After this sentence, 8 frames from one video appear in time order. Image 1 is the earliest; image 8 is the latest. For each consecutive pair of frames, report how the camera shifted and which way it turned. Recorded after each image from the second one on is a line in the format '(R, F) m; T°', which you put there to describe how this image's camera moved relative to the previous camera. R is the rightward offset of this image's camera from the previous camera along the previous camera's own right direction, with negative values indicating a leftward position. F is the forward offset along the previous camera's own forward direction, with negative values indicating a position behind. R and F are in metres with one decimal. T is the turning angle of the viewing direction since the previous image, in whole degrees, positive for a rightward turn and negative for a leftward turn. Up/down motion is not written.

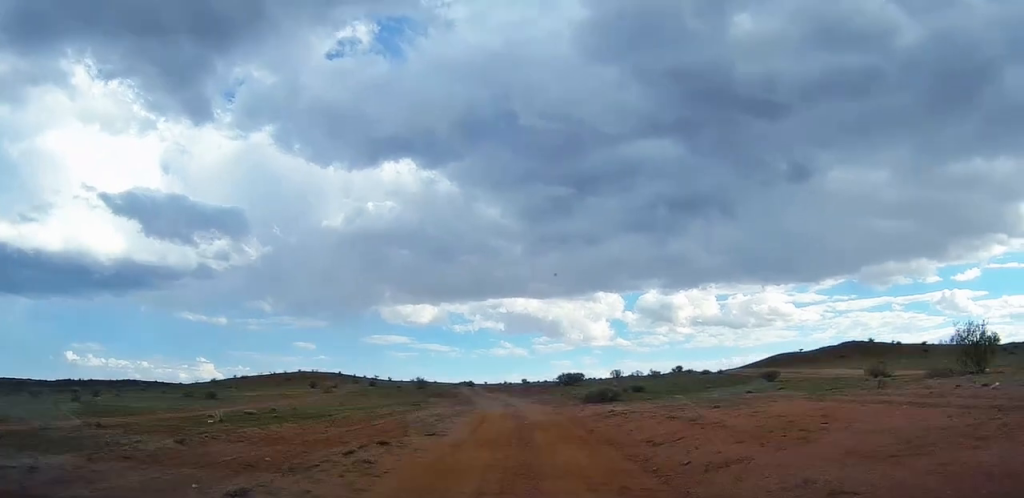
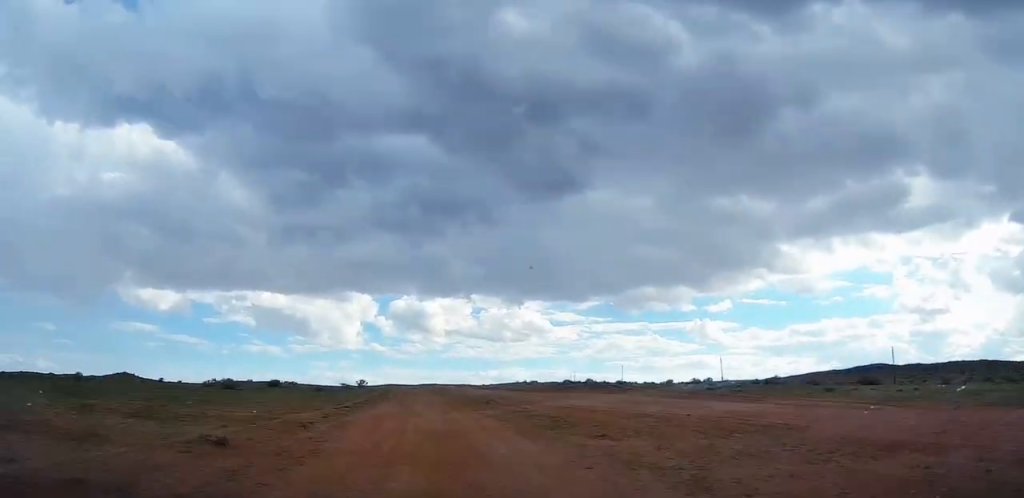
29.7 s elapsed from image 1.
(+56.9, +323.6) m; +13°
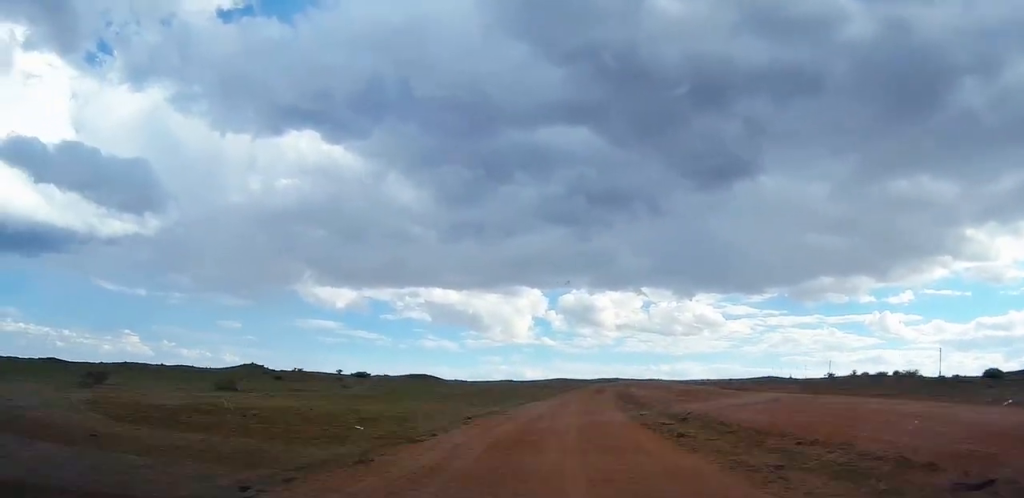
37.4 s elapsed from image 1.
(-1.6, +90.1) m; +2°
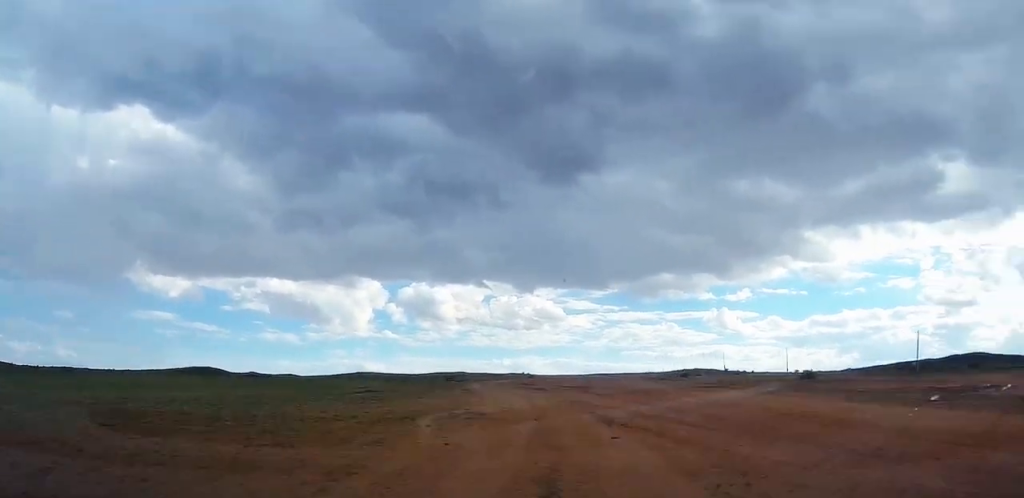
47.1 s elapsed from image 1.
(+6.2, +107.4) m; +5°
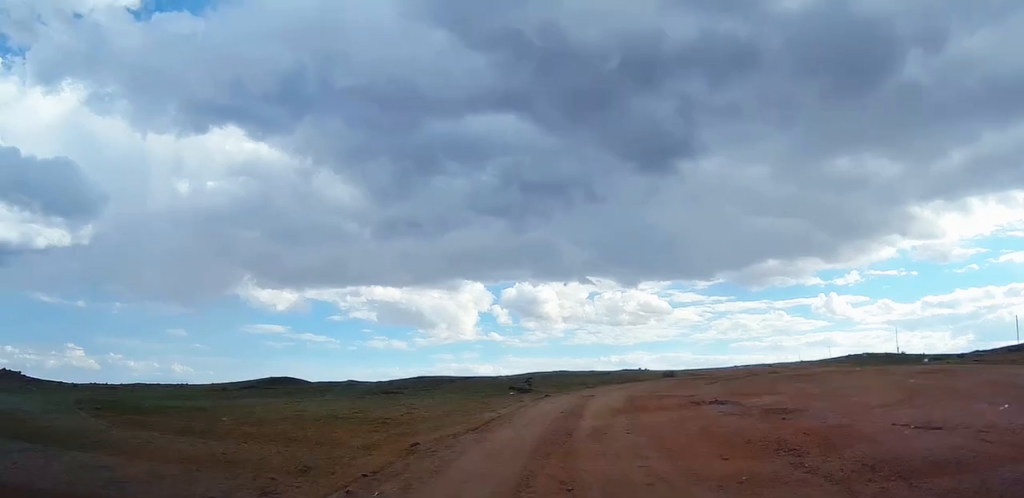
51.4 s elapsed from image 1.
(+2.6, +44.1) m; 0°
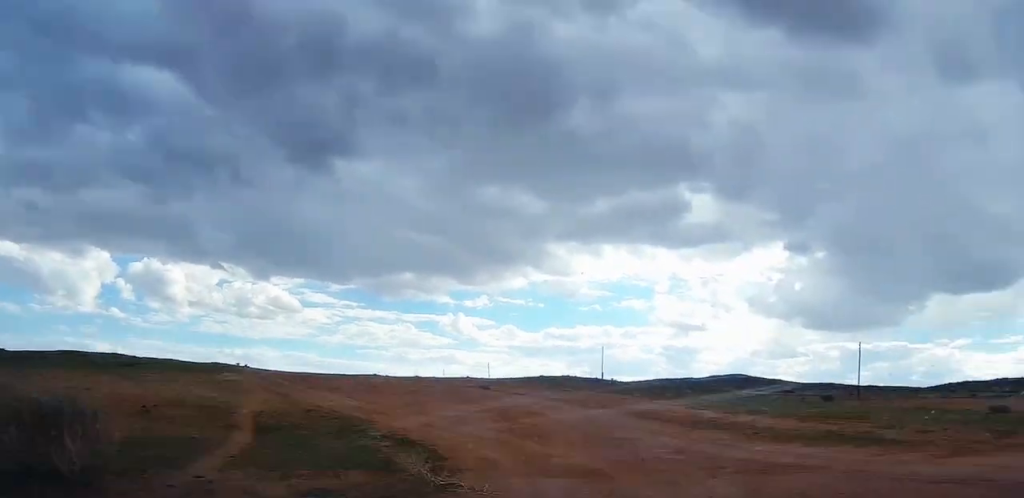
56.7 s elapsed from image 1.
(+0.5, +50.3) m; +1°
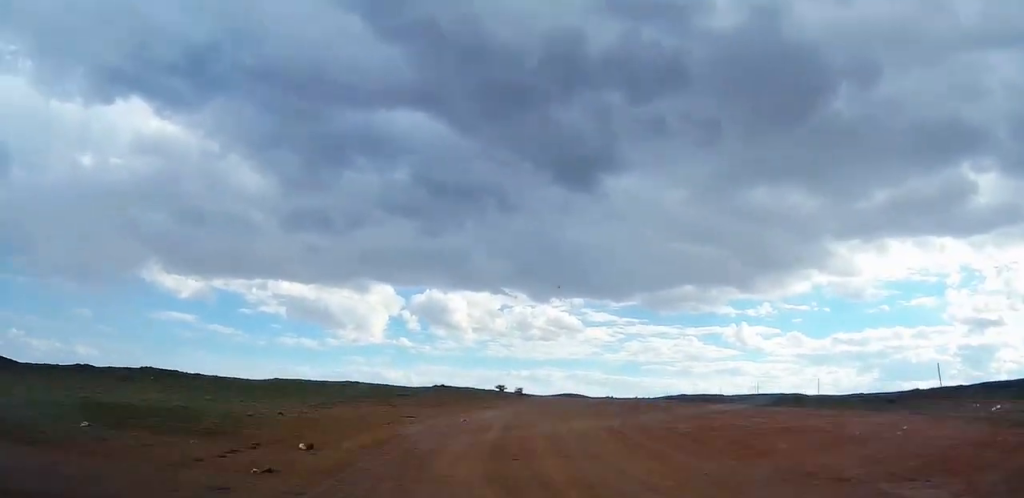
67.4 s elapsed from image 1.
(-1.4, +83.0) m; +4°
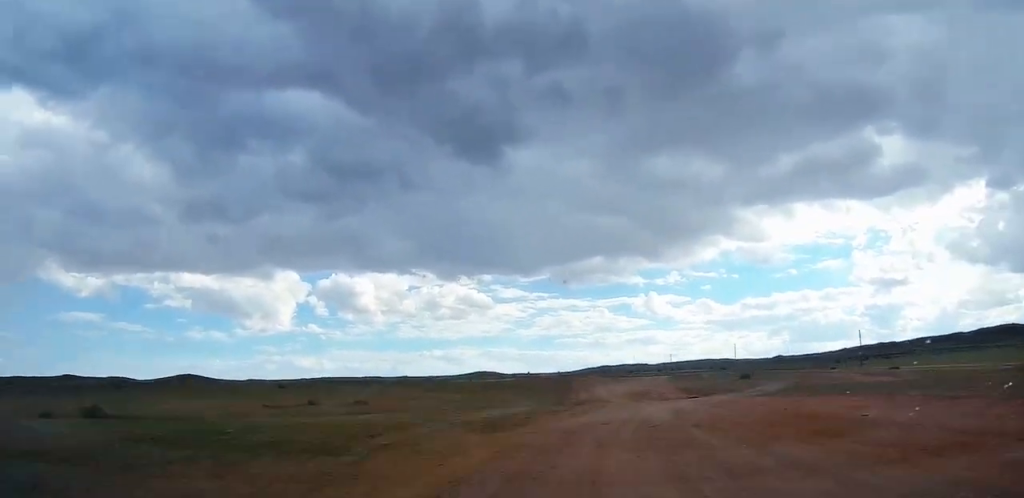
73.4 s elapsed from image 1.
(+2.8, +37.2) m; +5°
